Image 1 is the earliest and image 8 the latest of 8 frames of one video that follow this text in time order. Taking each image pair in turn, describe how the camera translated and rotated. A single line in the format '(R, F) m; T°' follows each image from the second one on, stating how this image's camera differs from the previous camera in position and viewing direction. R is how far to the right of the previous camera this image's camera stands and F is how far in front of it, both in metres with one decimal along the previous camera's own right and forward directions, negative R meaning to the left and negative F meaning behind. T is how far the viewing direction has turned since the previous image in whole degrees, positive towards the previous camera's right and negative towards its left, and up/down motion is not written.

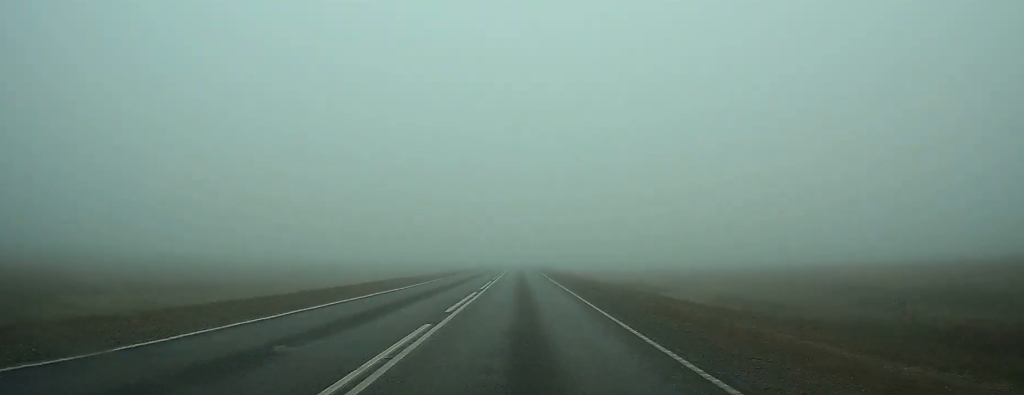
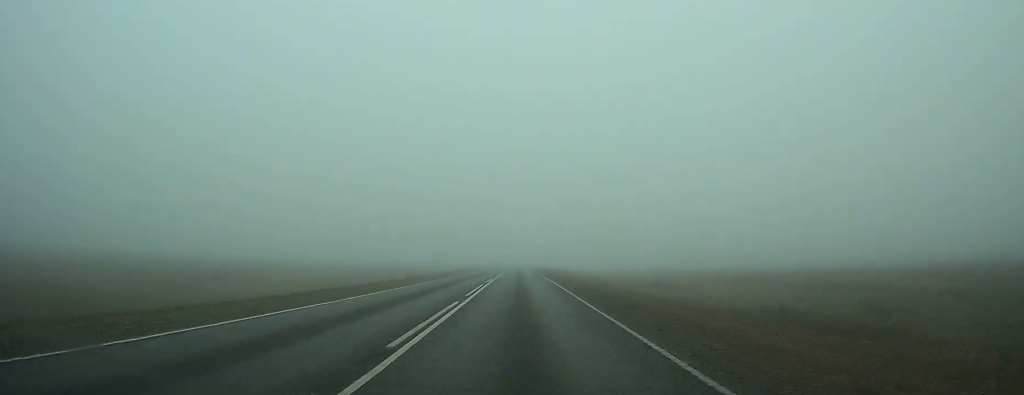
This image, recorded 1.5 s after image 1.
(0.0, +40.7) m; 0°
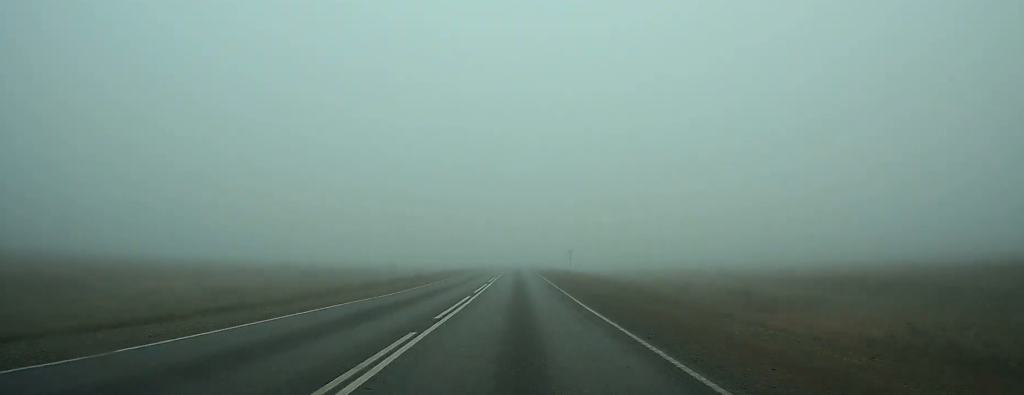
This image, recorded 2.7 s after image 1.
(0.0, +30.8) m; 0°
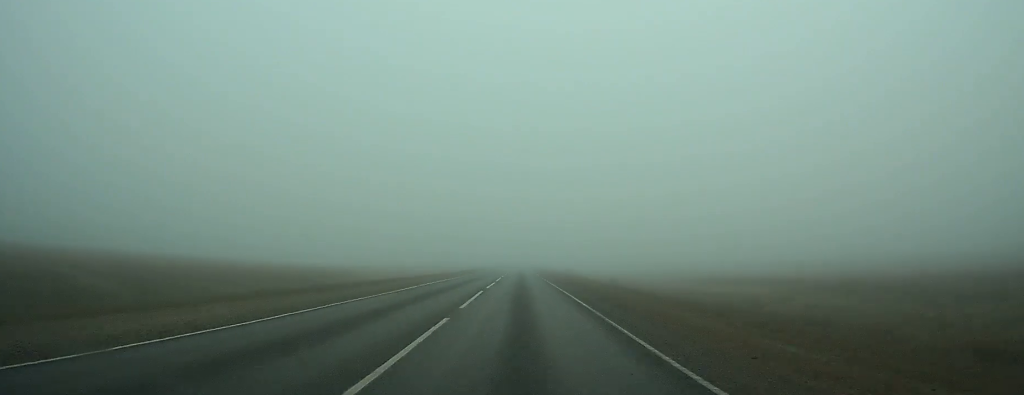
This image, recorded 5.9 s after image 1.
(-0.1, +89.5) m; 0°
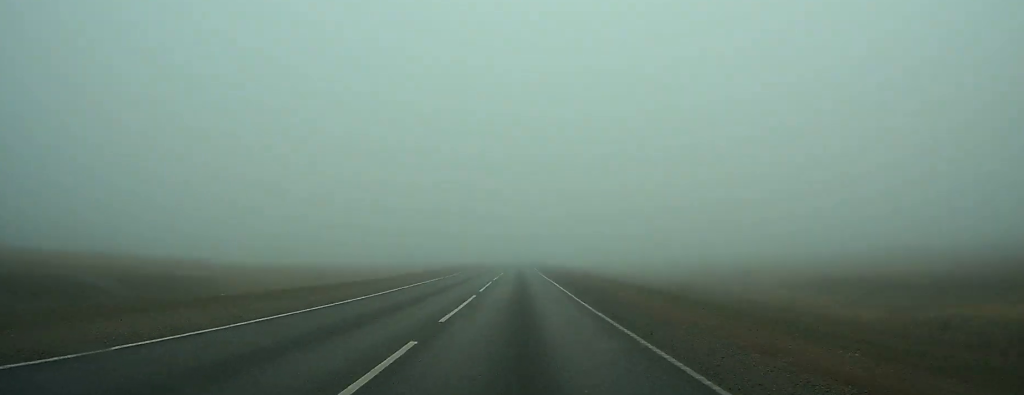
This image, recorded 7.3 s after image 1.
(0.0, +42.3) m; 0°
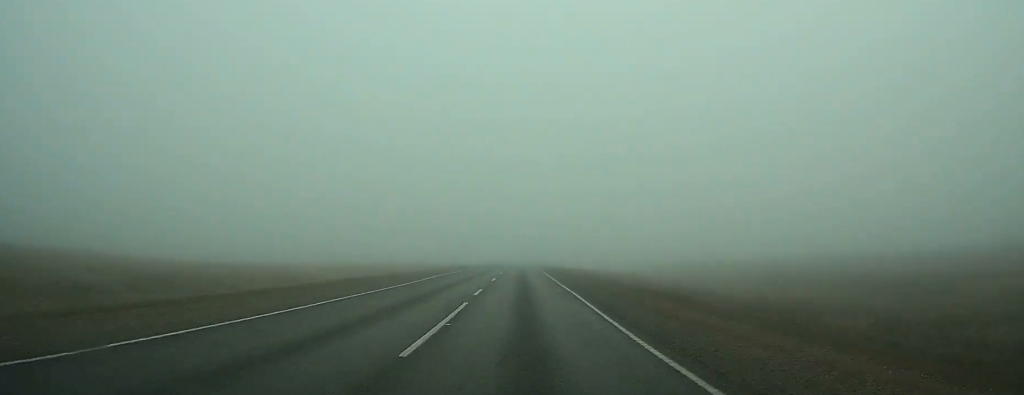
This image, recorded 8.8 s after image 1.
(+0.1, +43.2) m; 0°
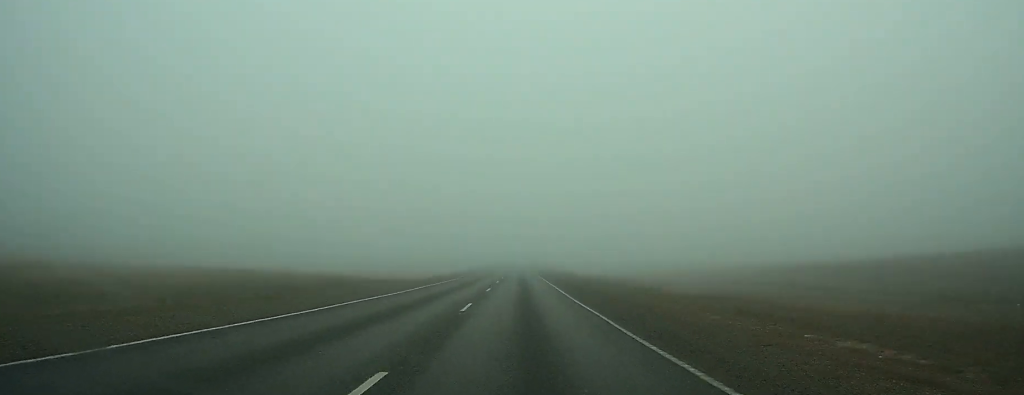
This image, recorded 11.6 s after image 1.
(-0.2, +83.0) m; 0°
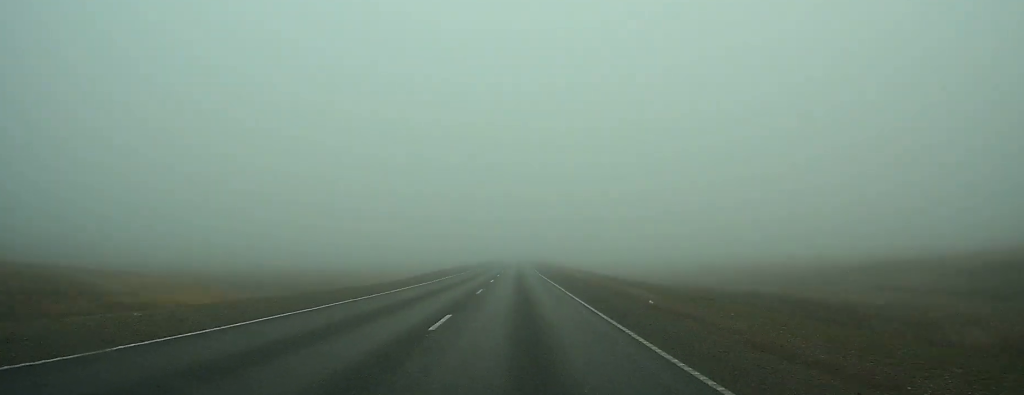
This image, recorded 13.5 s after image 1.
(0.0, +55.3) m; 0°
